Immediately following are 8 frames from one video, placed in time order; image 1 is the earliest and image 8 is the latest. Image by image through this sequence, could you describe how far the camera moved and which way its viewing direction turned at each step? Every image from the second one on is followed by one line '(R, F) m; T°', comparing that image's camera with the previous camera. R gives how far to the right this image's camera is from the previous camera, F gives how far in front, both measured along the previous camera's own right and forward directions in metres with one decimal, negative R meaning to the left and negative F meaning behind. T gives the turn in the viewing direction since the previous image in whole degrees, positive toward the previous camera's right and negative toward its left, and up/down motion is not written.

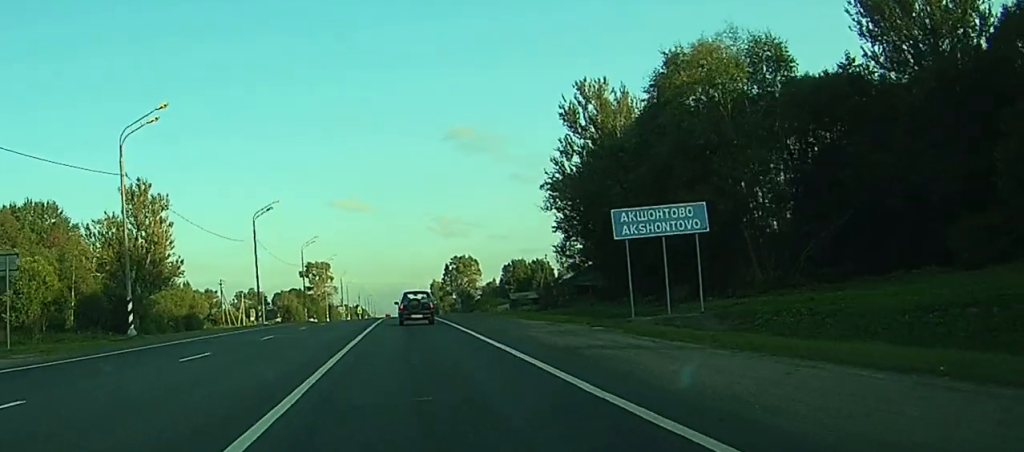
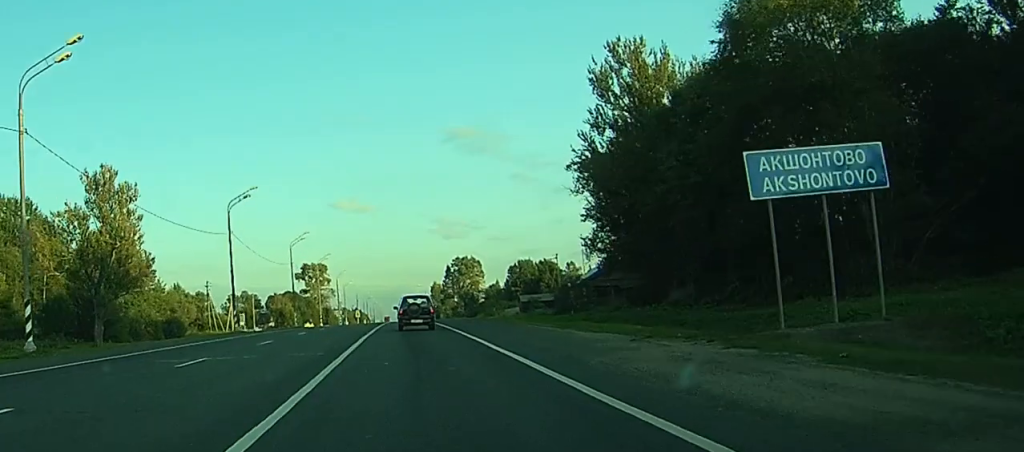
(0.0, +12.2) m; 0°
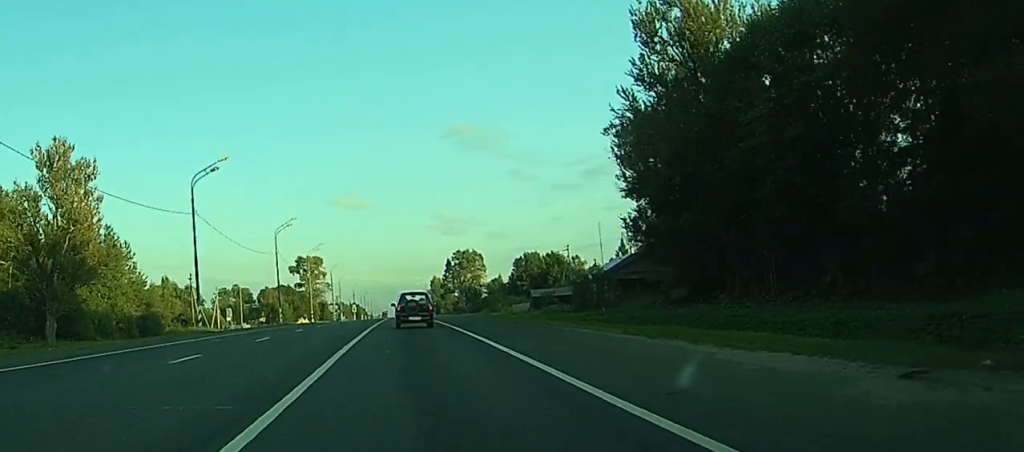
(0.0, +12.0) m; 0°
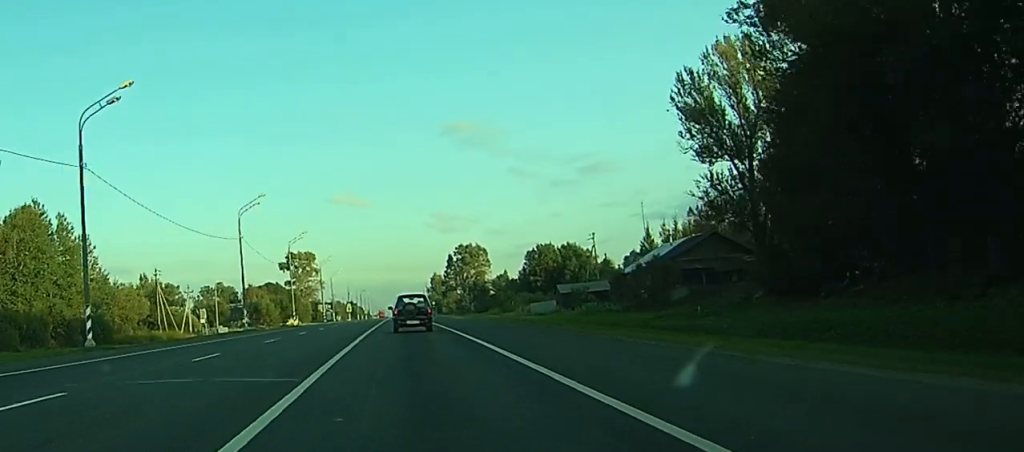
(-0.1, +20.8) m; 0°
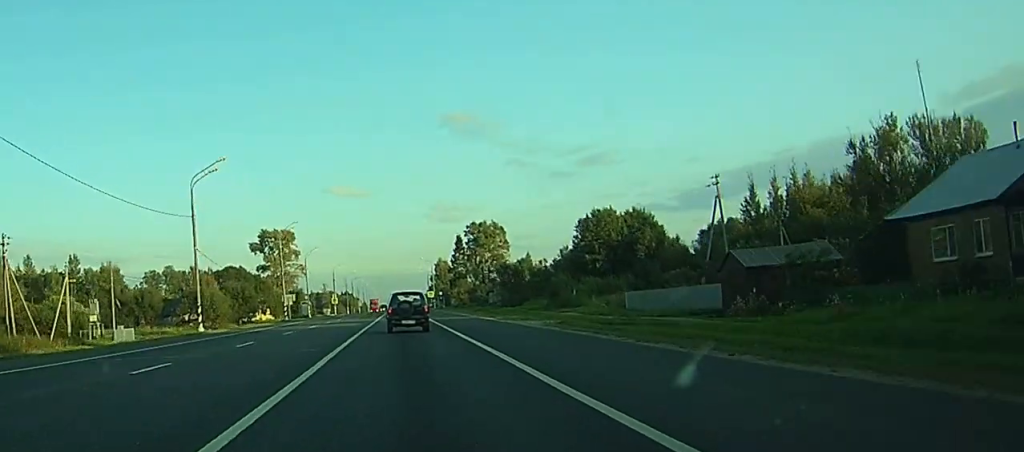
(+0.1, +51.7) m; +1°
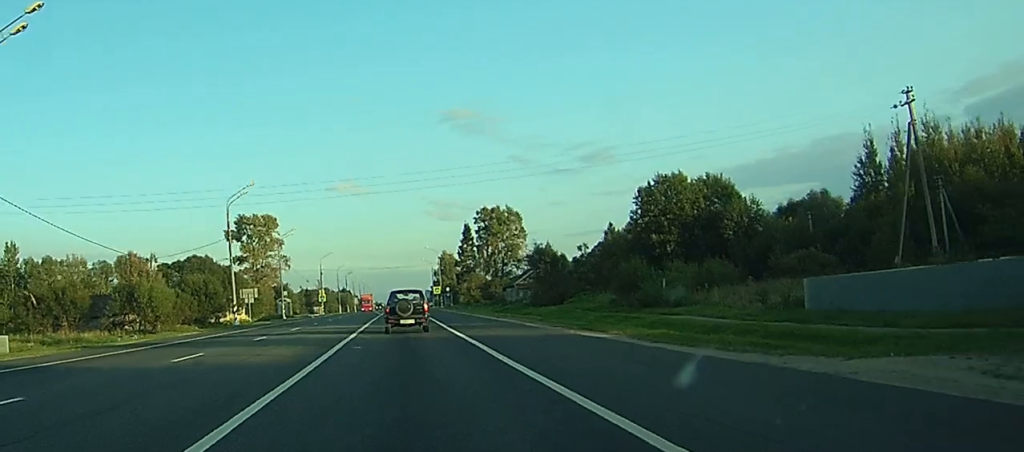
(+0.3, +31.8) m; -1°
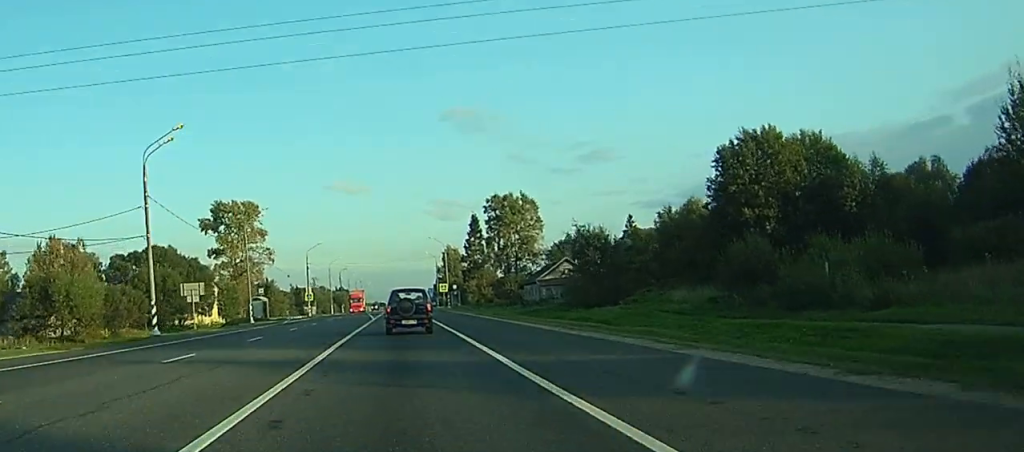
(-0.6, +24.6) m; 0°
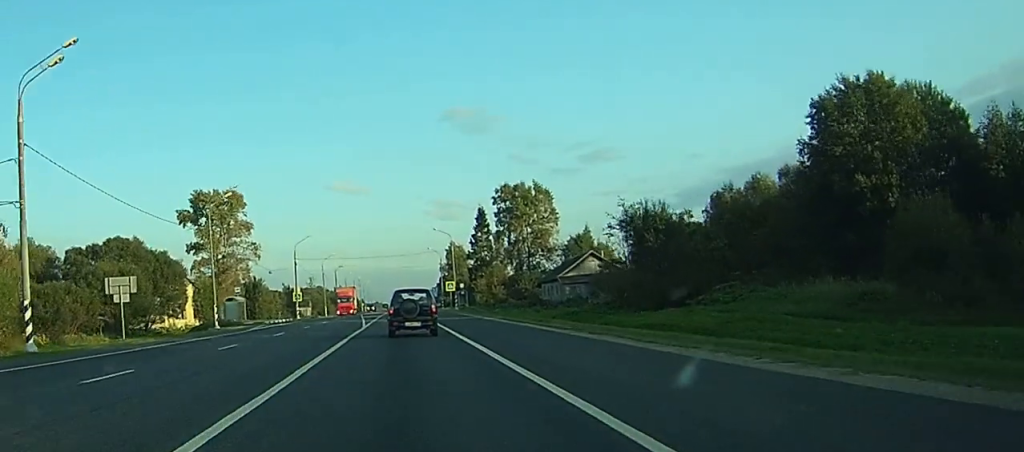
(+0.3, +17.4) m; +1°
